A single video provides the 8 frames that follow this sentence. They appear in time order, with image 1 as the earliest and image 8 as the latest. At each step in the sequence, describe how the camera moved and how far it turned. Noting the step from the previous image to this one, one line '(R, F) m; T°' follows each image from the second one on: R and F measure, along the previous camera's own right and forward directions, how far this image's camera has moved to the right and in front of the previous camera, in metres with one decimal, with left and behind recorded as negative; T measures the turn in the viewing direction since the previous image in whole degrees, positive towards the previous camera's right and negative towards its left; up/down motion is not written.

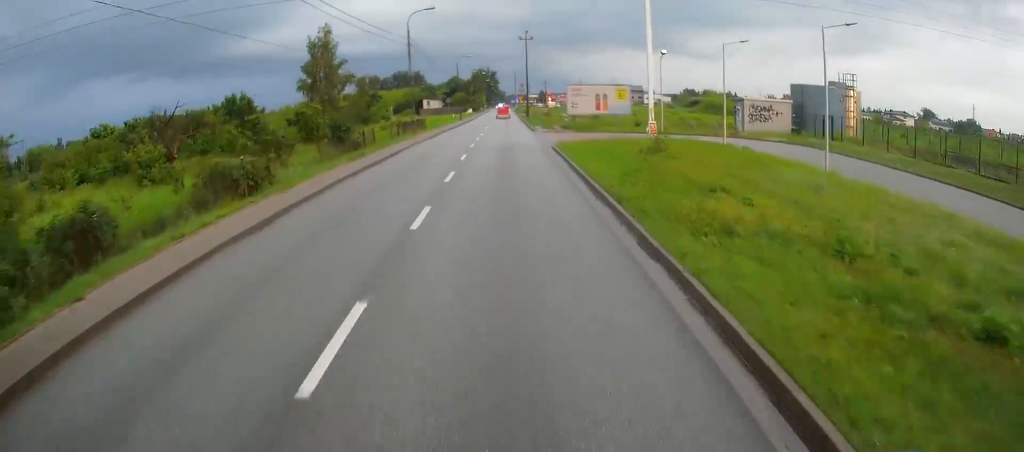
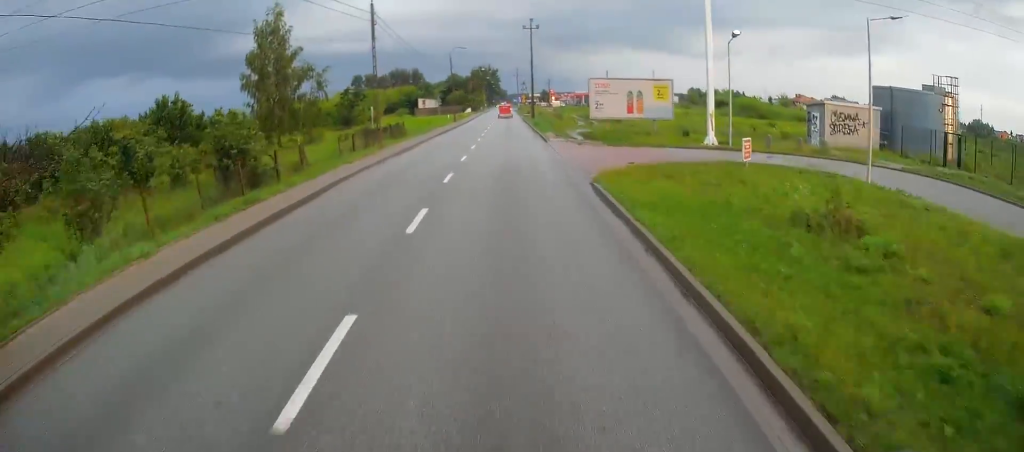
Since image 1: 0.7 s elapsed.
(0.0, +12.5) m; 0°
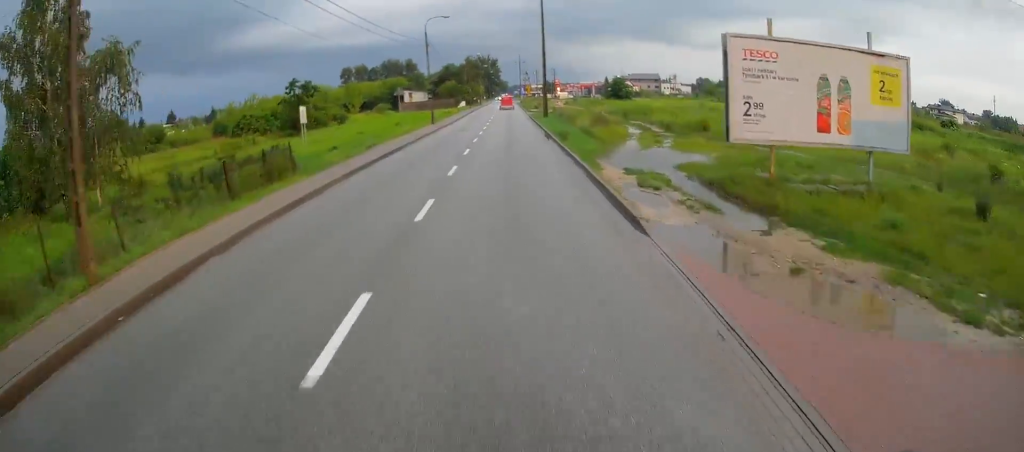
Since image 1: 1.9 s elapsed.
(+0.2, +23.5) m; 0°
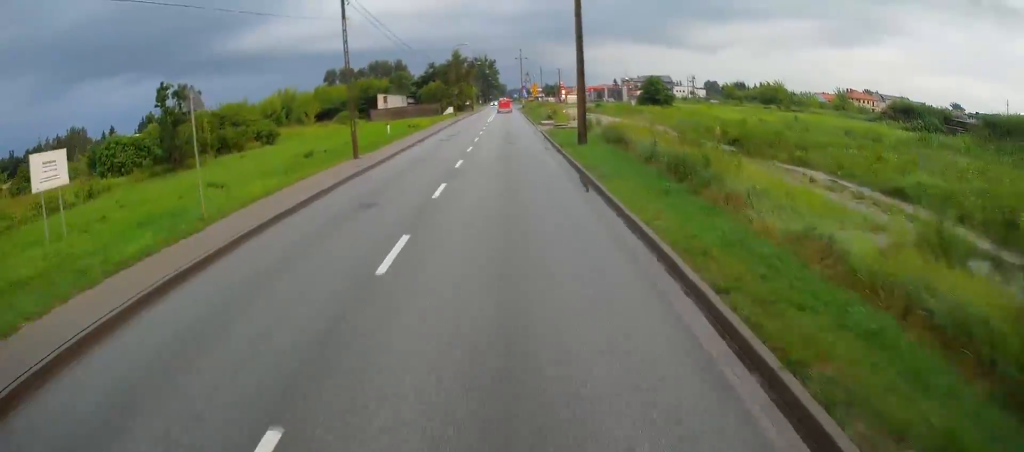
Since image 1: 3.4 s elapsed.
(-0.4, +27.1) m; -1°
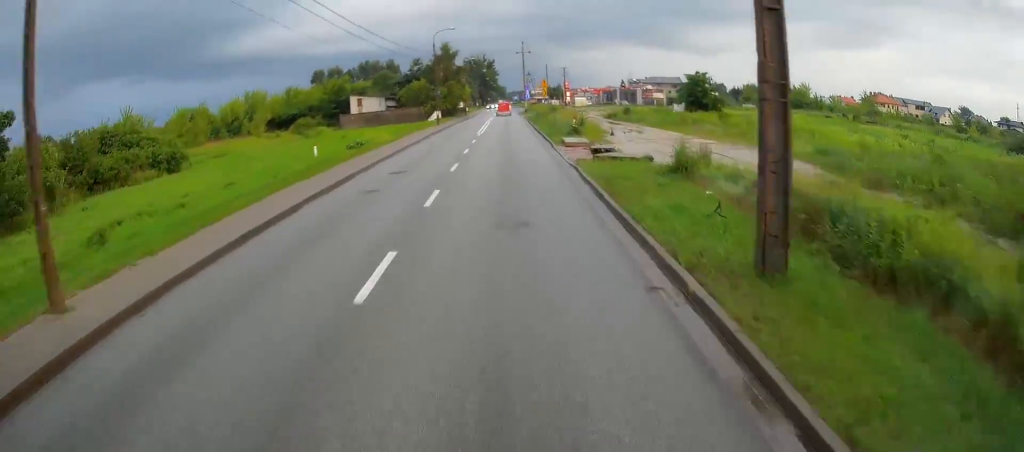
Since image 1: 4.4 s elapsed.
(0.0, +19.2) m; 0°
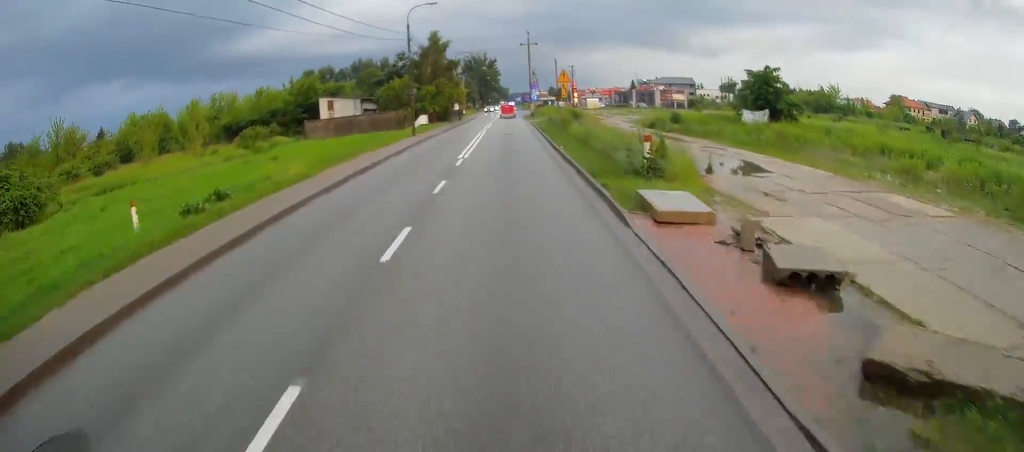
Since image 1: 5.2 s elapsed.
(+0.1, +16.4) m; 0°
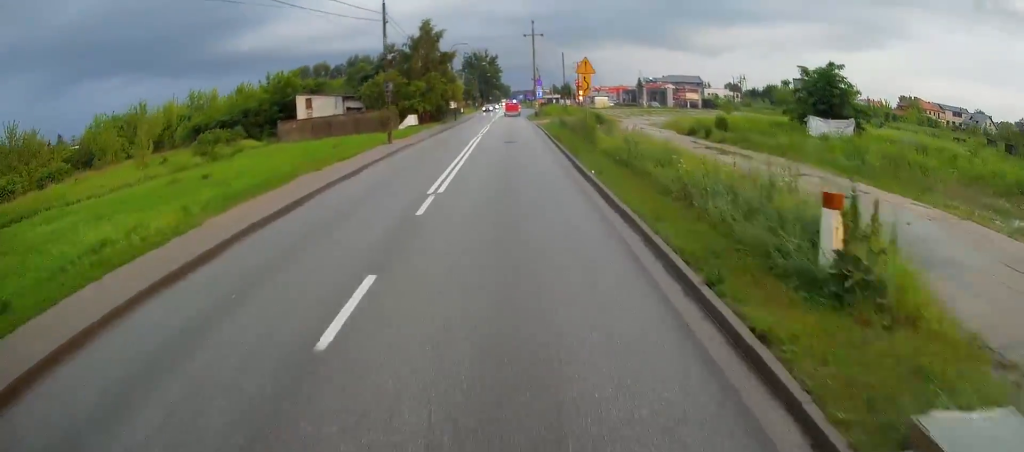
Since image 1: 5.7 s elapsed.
(0.0, +9.1) m; 0°
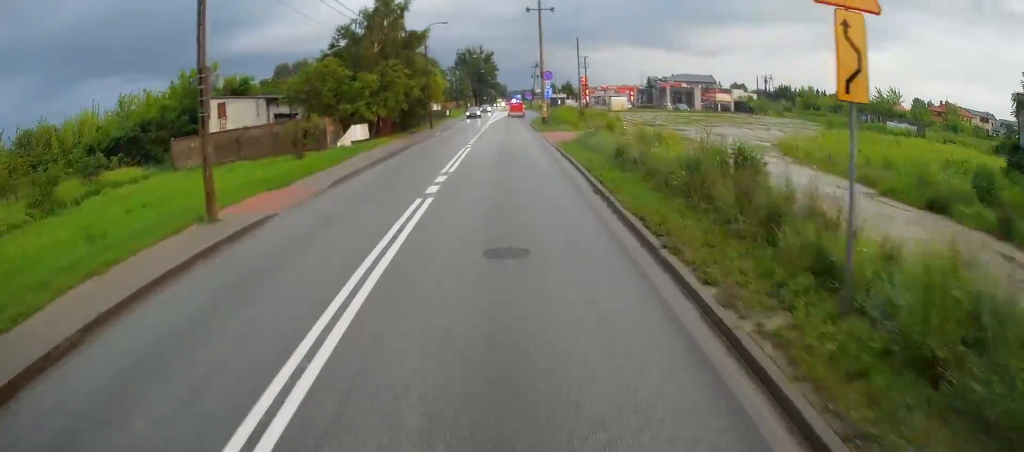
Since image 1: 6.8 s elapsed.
(-0.2, +21.2) m; 0°
